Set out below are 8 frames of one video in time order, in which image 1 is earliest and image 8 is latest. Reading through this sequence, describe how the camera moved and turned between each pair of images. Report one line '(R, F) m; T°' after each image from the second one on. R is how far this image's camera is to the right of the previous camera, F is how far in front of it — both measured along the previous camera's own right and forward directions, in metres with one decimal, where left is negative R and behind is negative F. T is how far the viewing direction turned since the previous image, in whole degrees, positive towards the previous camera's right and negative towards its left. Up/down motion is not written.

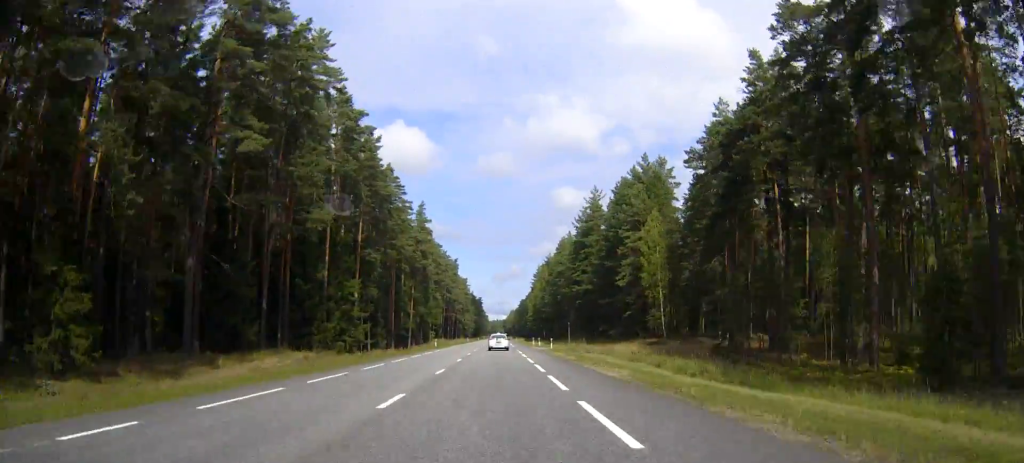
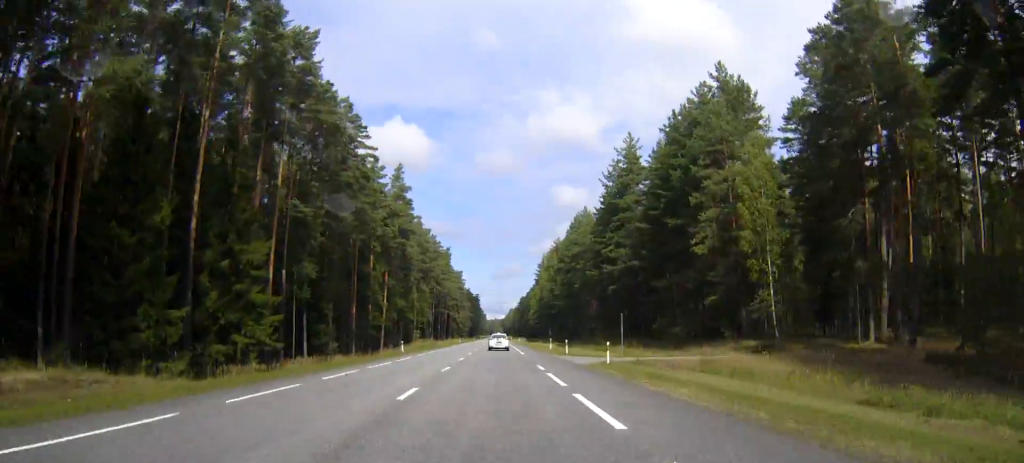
(+0.6, +41.1) m; +1°
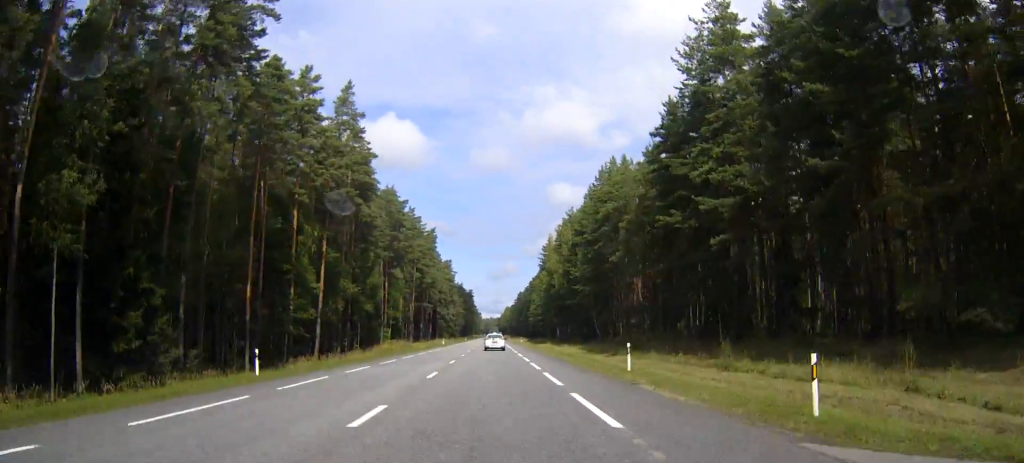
(+0.5, +45.6) m; +1°
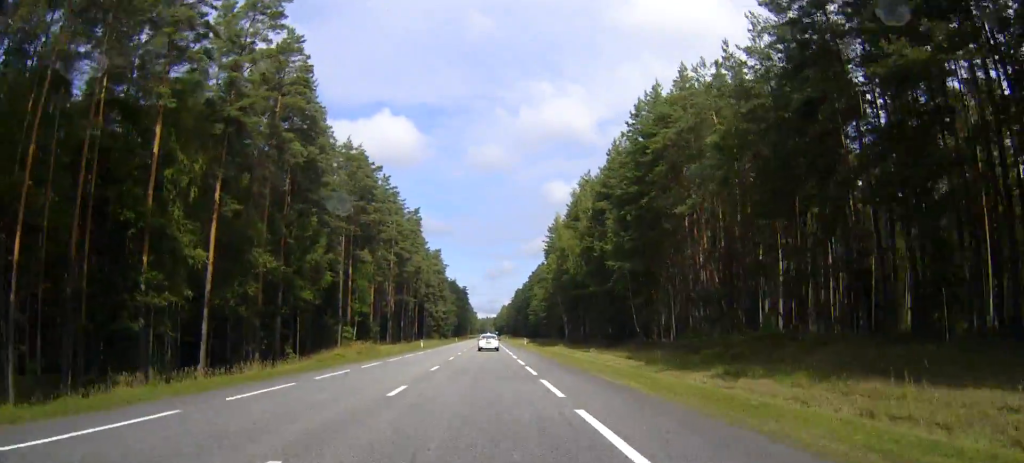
(0.0, +32.8) m; 0°
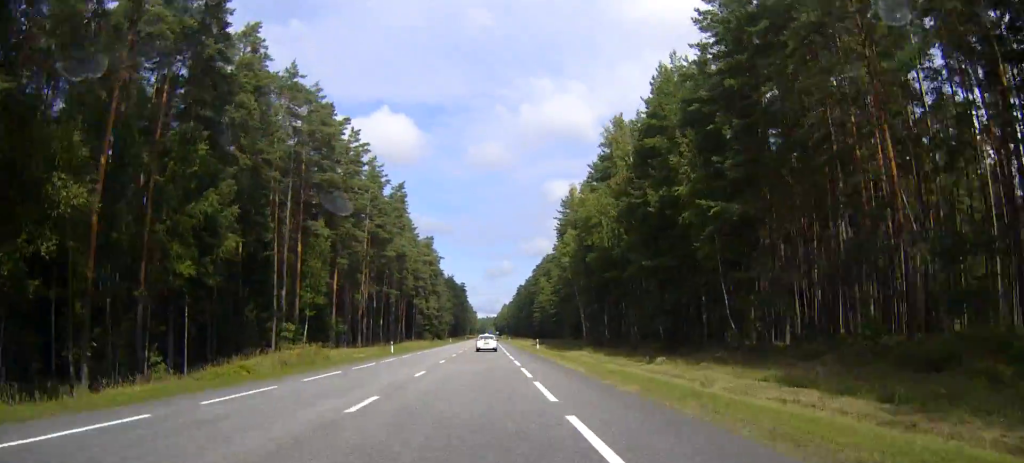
(-0.1, +29.2) m; -1°
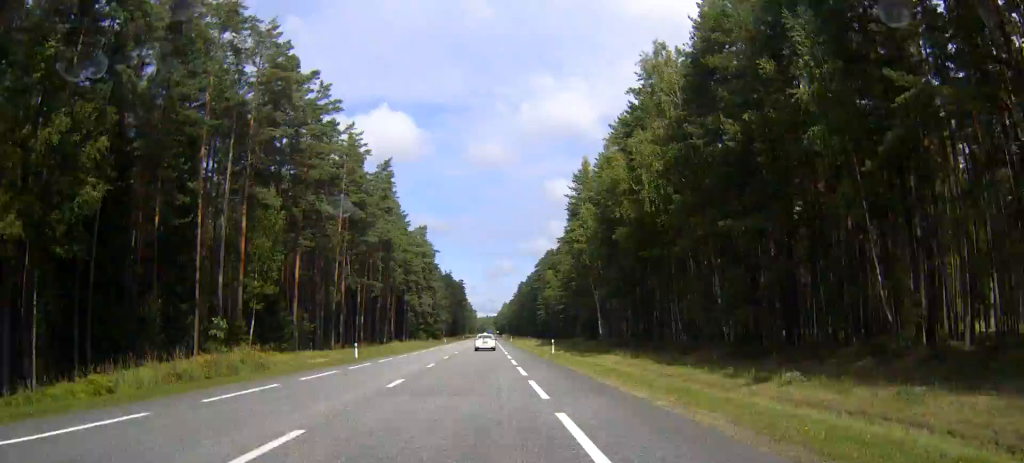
(-0.2, +18.1) m; -1°
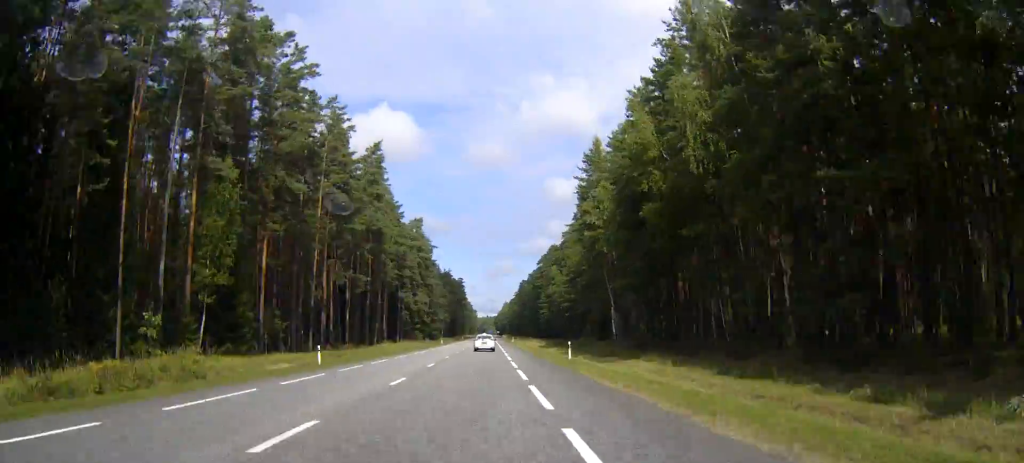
(-0.2, +11.0) m; -1°
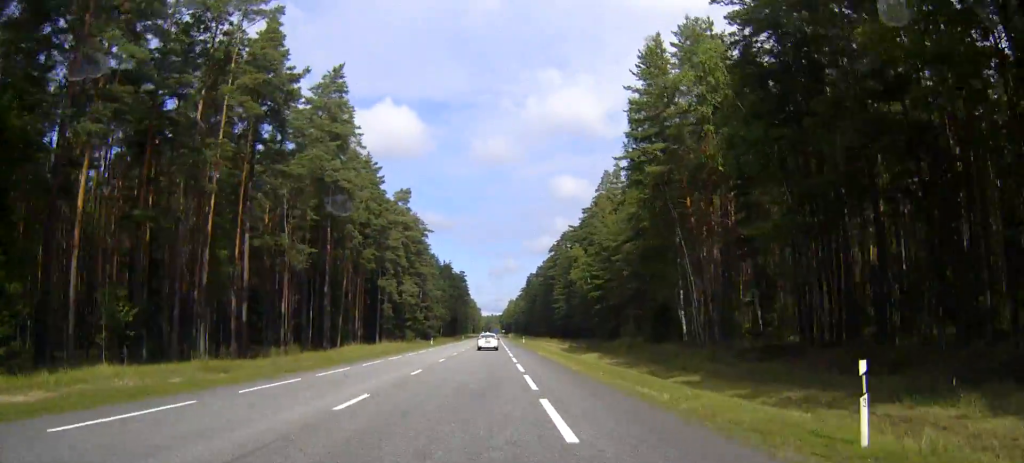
(-0.4, +31.9) m; 0°
